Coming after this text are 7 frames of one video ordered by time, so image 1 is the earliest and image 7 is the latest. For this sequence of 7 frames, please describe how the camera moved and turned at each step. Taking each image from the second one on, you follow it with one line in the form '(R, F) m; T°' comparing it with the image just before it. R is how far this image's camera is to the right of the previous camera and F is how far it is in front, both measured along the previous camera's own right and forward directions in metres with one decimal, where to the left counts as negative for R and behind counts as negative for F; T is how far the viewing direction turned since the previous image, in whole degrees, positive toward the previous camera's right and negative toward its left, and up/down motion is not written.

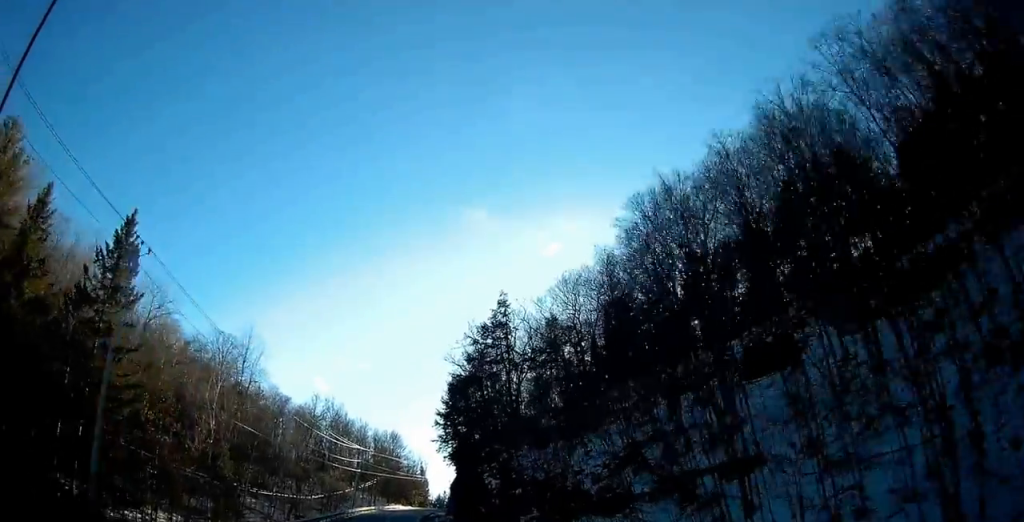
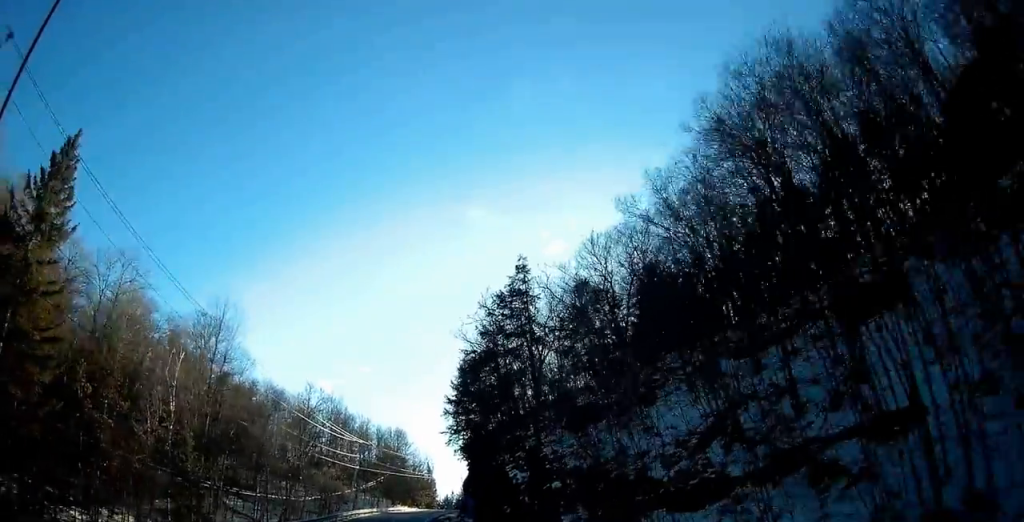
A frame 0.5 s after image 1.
(-0.3, +10.7) m; 0°
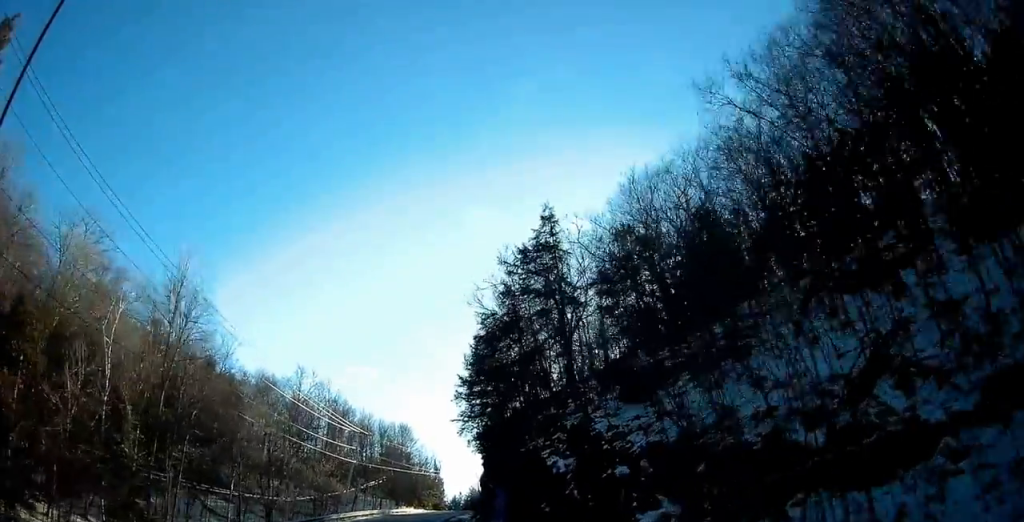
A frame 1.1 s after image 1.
(-0.2, +11.2) m; 0°
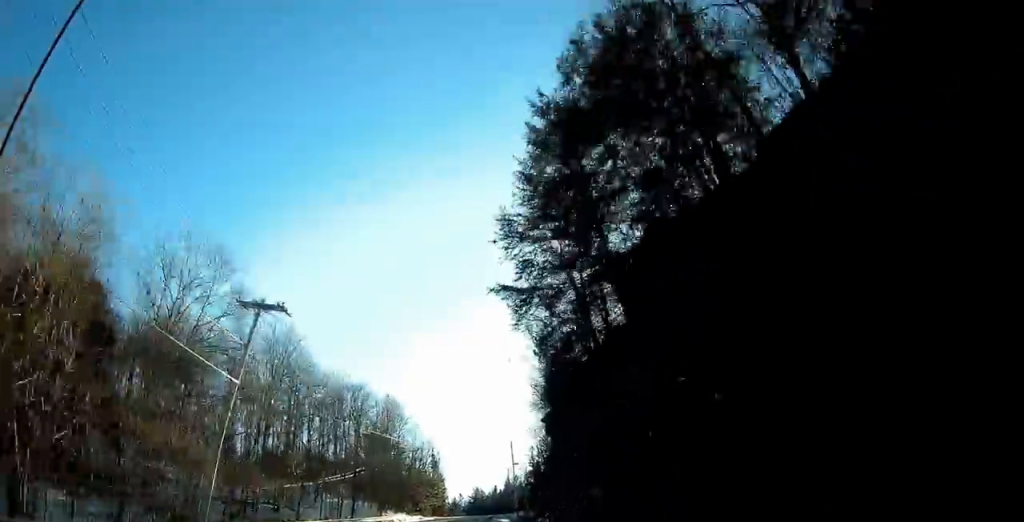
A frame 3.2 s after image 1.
(+0.8, +41.0) m; +2°
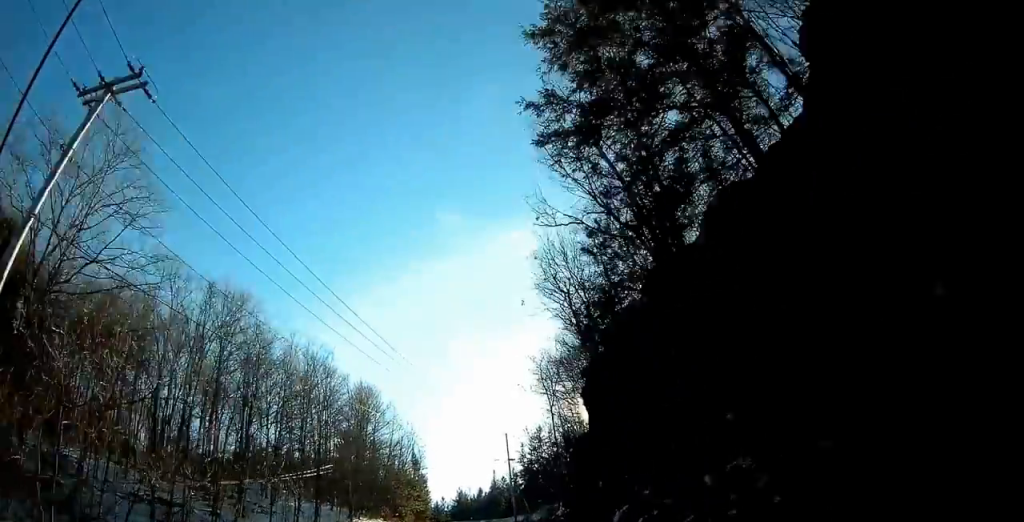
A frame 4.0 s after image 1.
(+0.1, +14.3) m; +2°
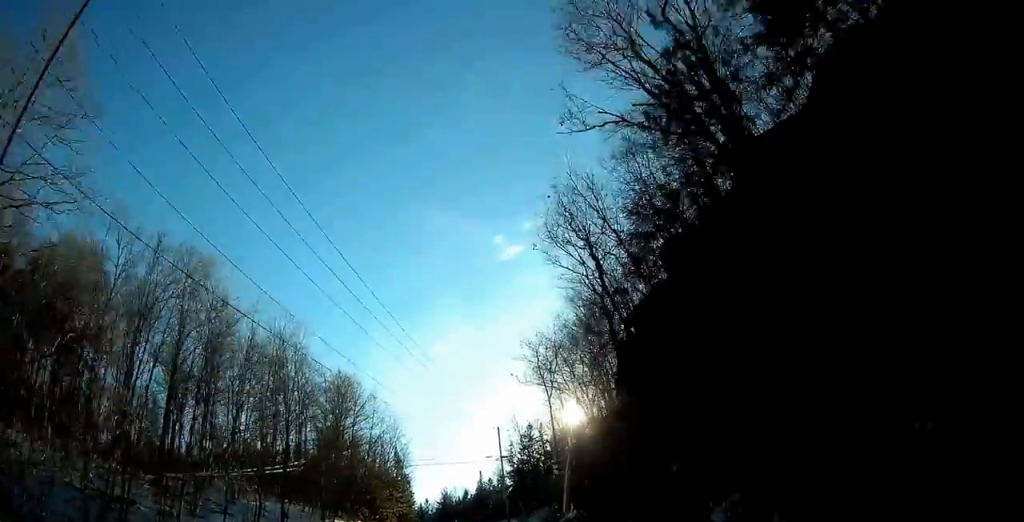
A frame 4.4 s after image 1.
(+0.2, +7.4) m; +2°
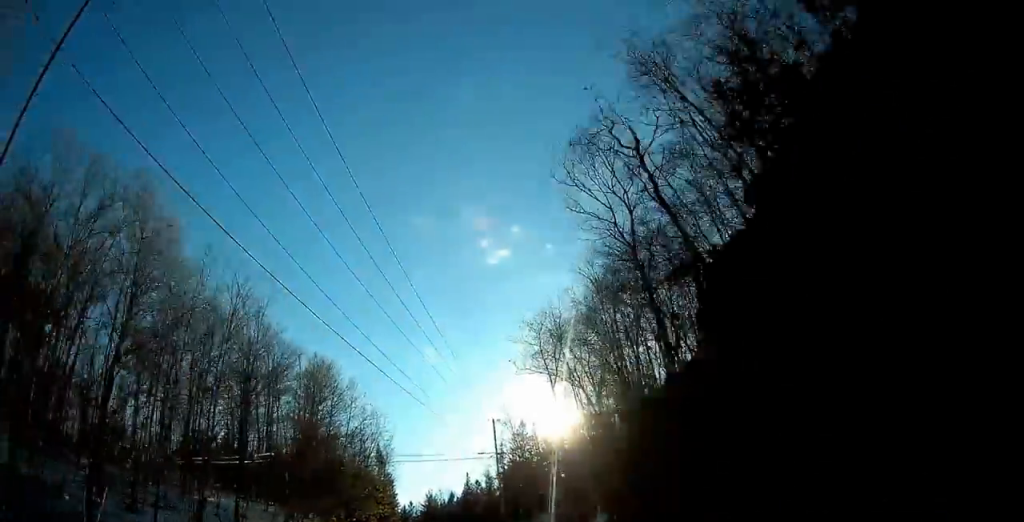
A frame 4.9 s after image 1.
(0.0, +8.5) m; +2°
